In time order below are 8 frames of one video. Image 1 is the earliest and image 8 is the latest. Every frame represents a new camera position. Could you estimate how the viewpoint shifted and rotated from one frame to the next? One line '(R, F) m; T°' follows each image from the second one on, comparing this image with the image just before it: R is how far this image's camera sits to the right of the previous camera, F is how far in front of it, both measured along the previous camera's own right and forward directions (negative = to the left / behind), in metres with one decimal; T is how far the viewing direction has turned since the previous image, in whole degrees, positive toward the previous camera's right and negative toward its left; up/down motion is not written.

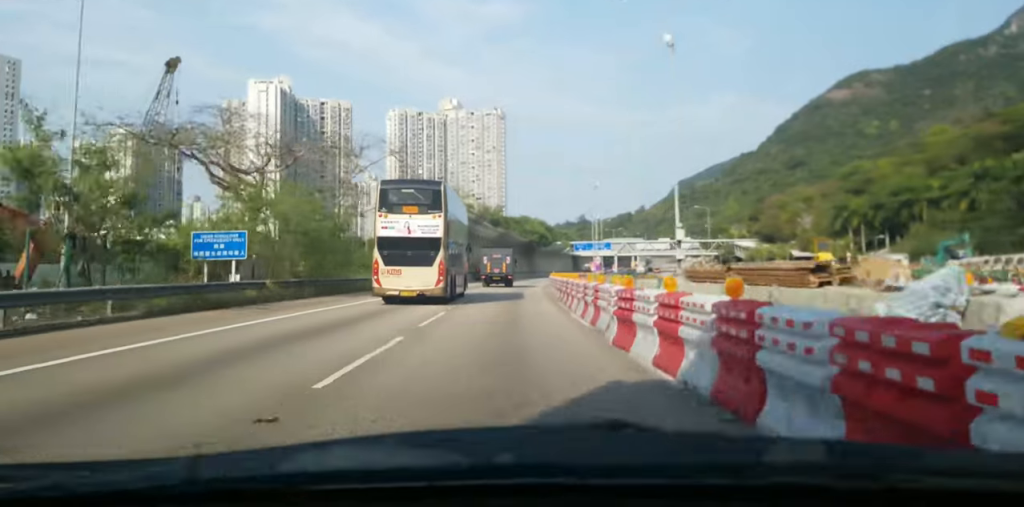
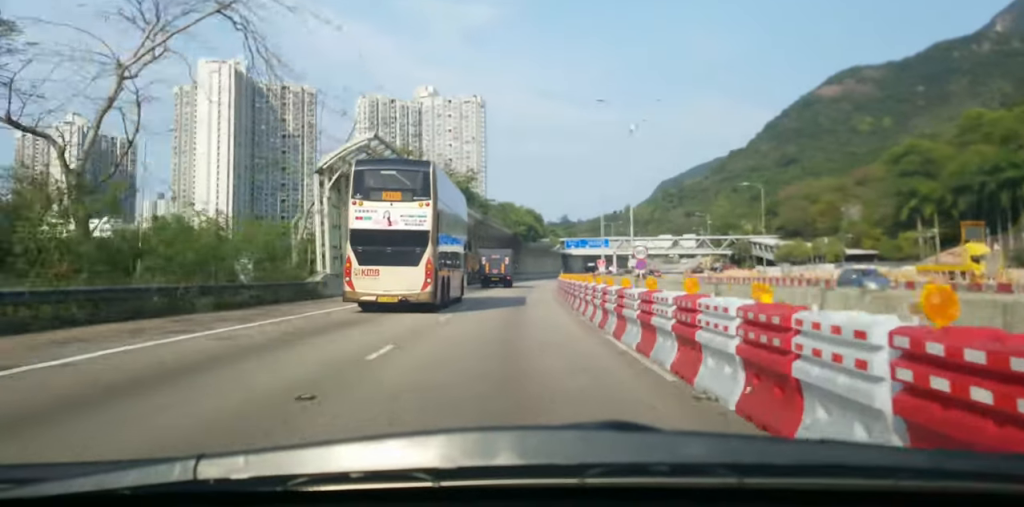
(-1.0, +36.2) m; 0°
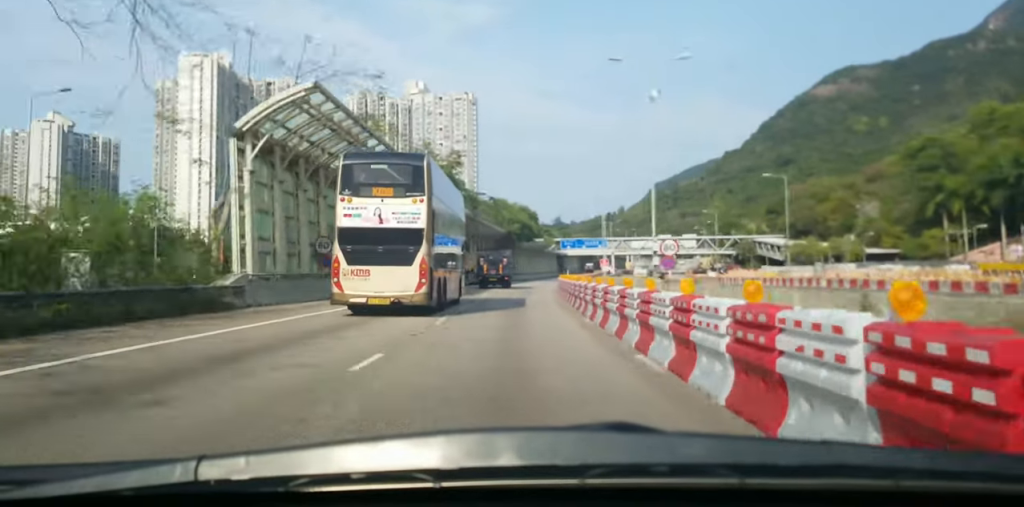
(+0.3, +10.9) m; +1°
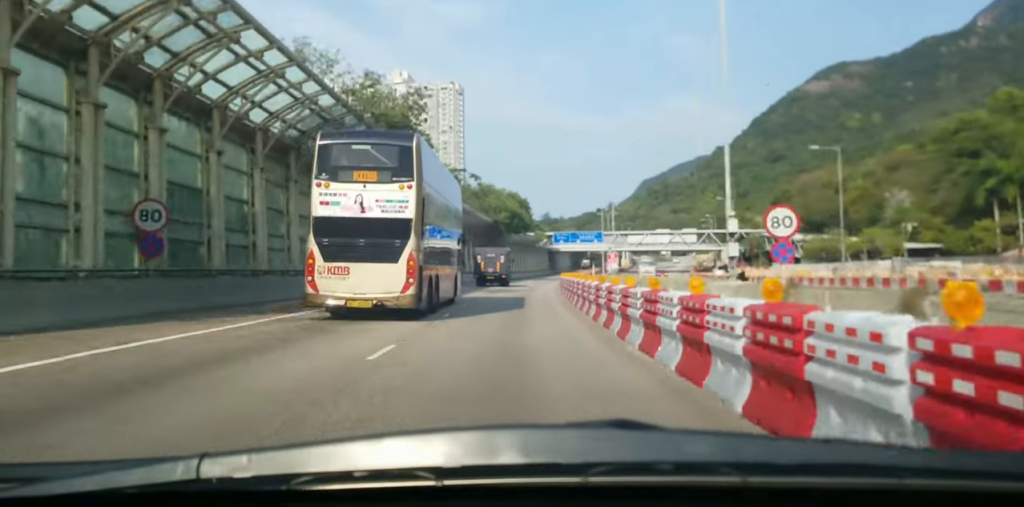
(+0.2, +16.4) m; +1°
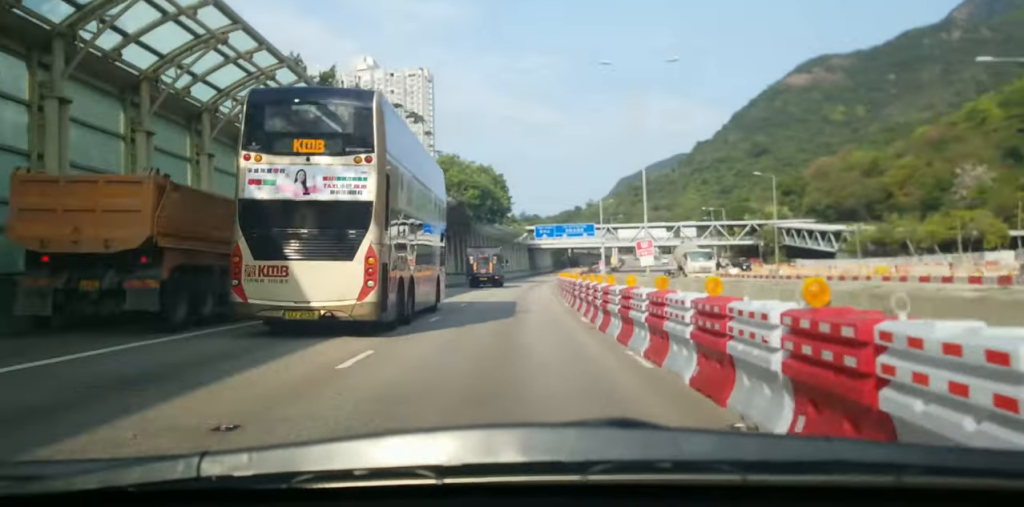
(+0.3, +28.0) m; +2°
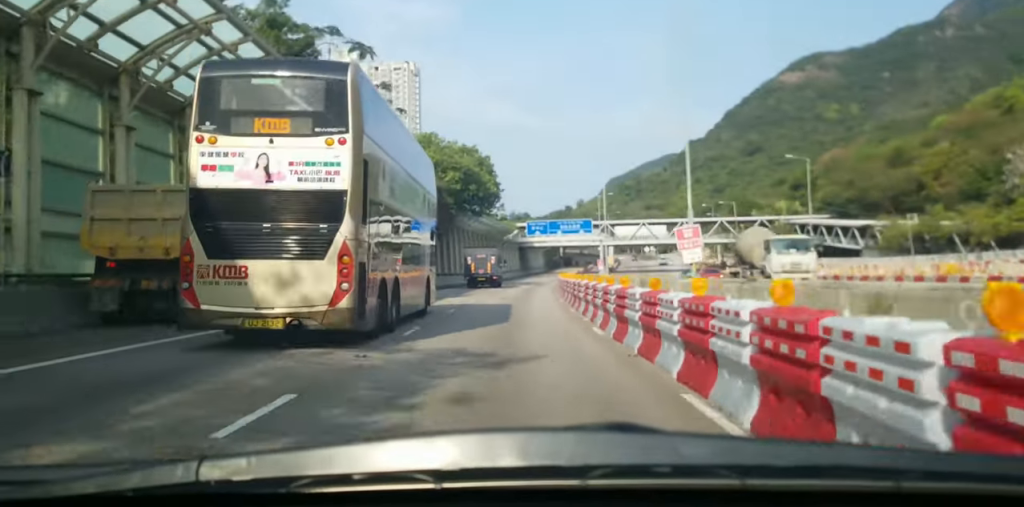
(+0.1, +12.6) m; +1°
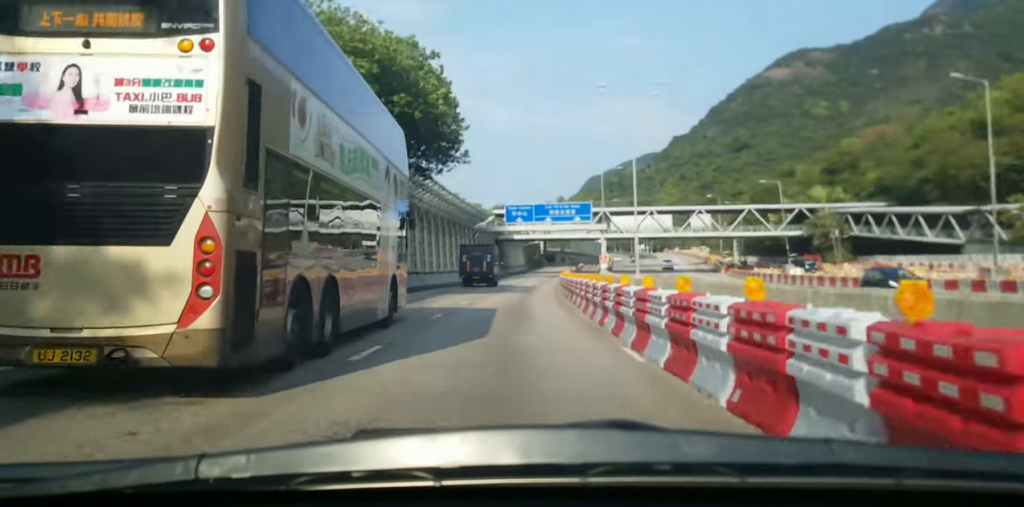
(+1.1, +30.5) m; +4°
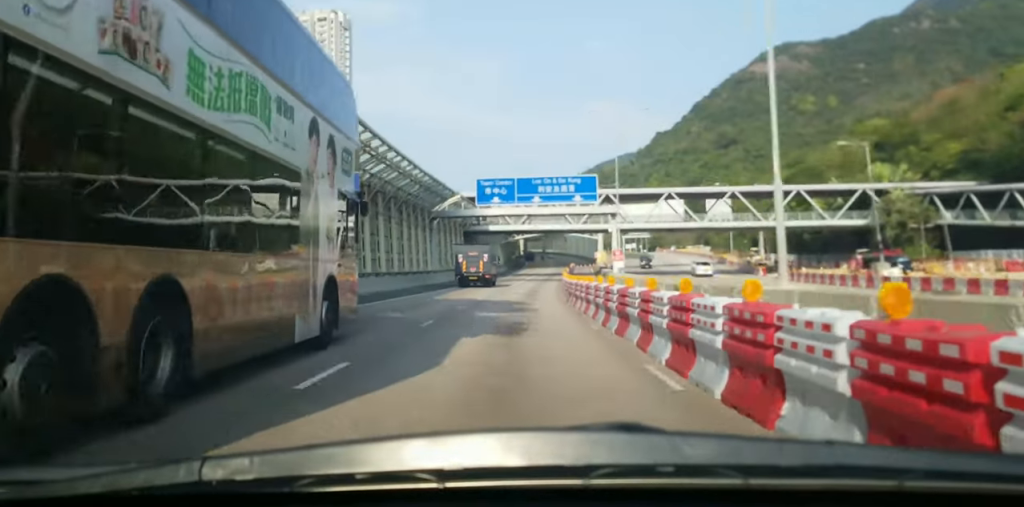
(+0.5, +28.8) m; +1°
